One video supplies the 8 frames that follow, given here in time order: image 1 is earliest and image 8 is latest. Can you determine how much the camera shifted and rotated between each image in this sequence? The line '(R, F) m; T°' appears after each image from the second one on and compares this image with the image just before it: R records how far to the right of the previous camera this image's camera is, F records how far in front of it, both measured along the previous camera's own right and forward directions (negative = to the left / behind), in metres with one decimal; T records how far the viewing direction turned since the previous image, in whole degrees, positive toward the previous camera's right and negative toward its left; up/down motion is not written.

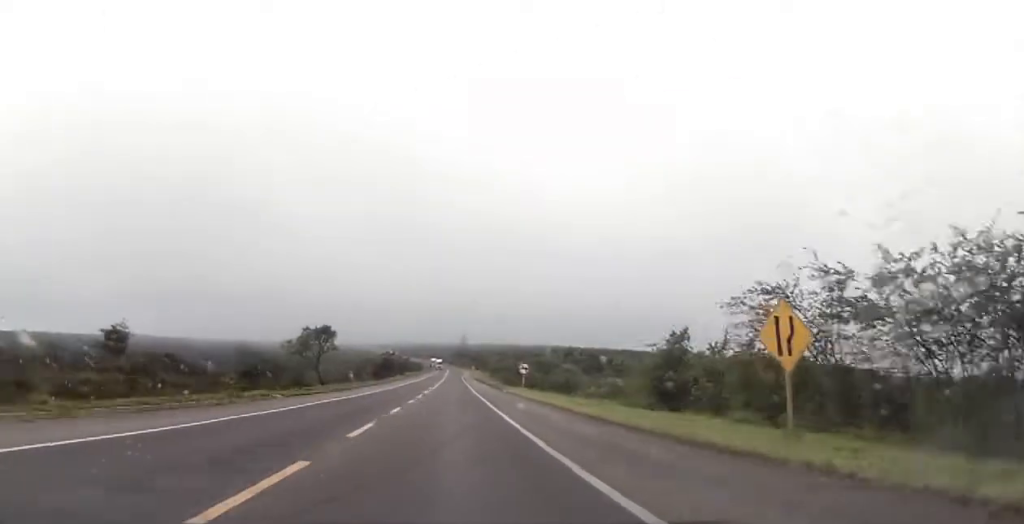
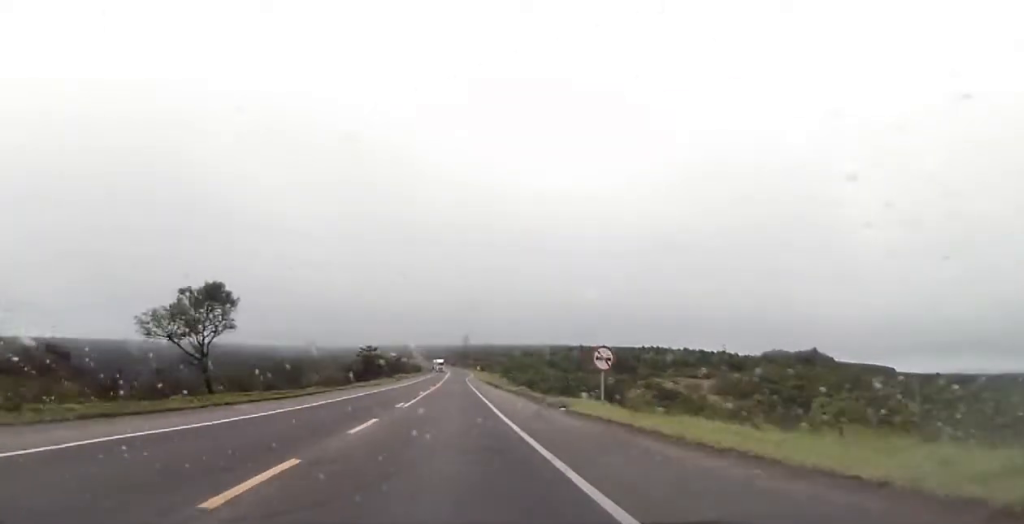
(-0.2, +31.3) m; -1°
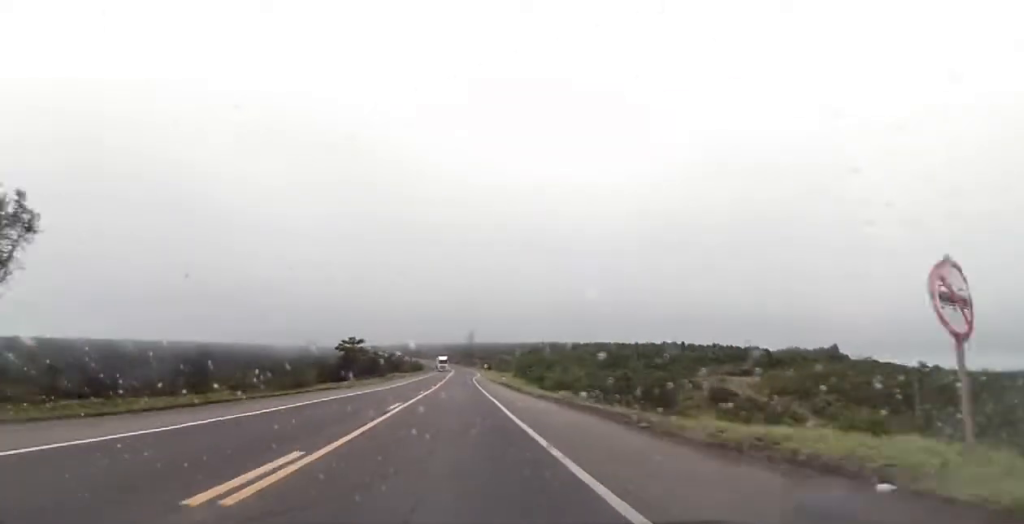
(0.0, +20.2) m; 0°
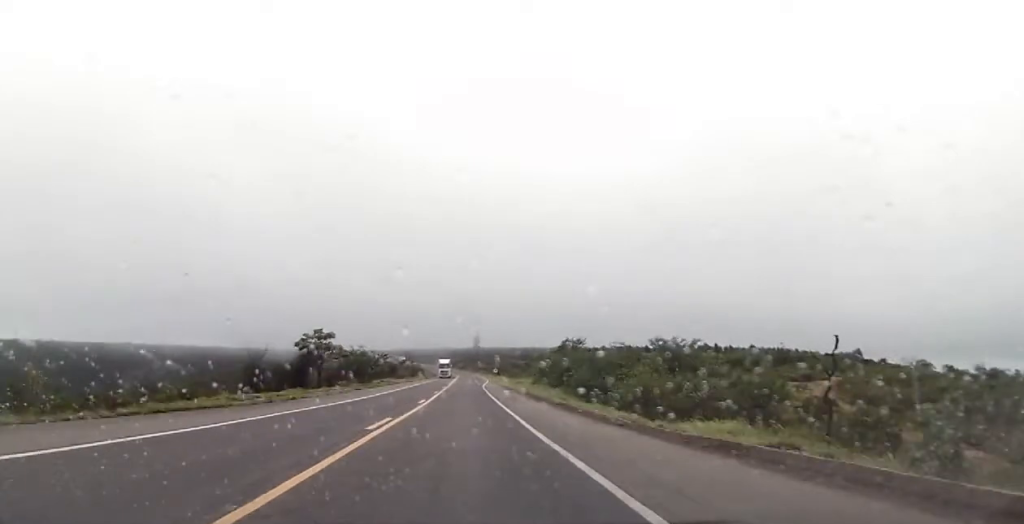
(-0.1, +22.4) m; 0°
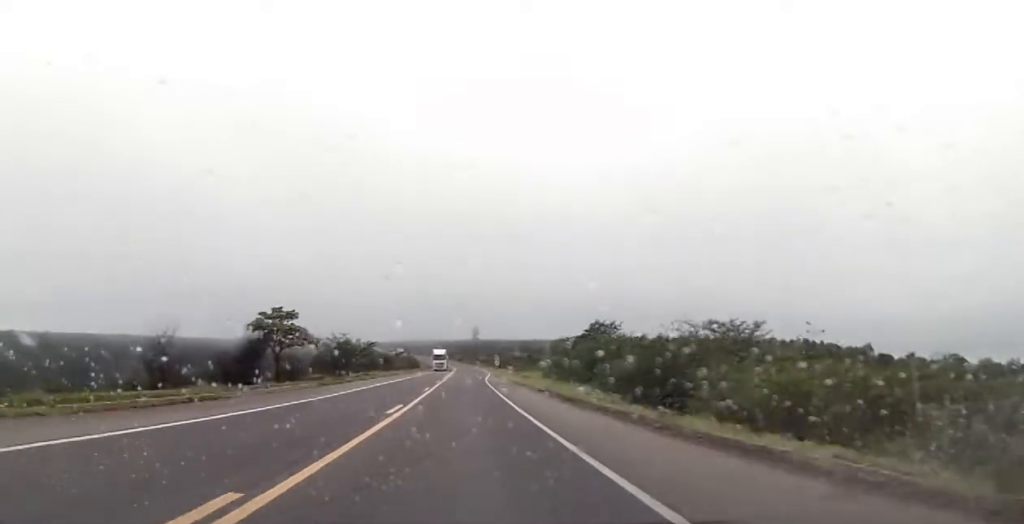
(-0.1, +13.5) m; 0°
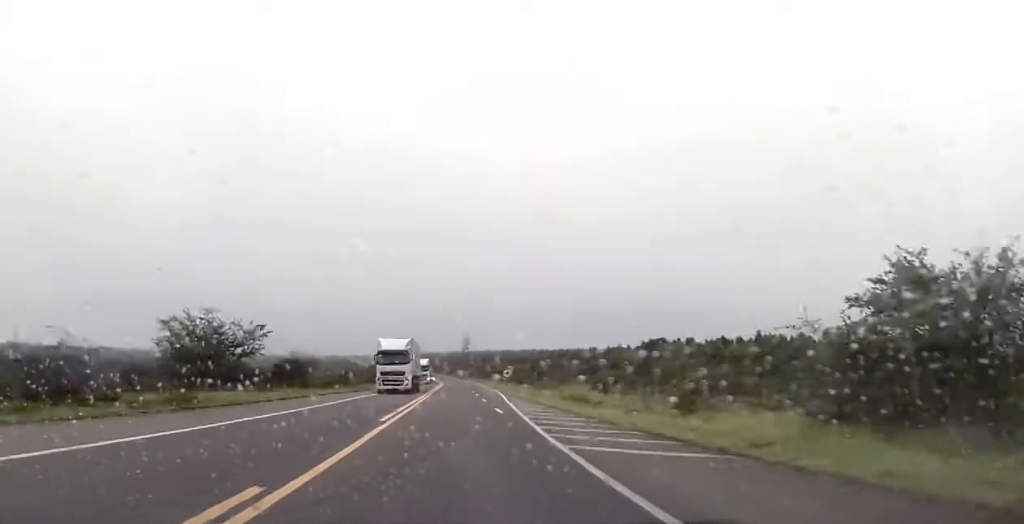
(+0.2, +47.3) m; 0°
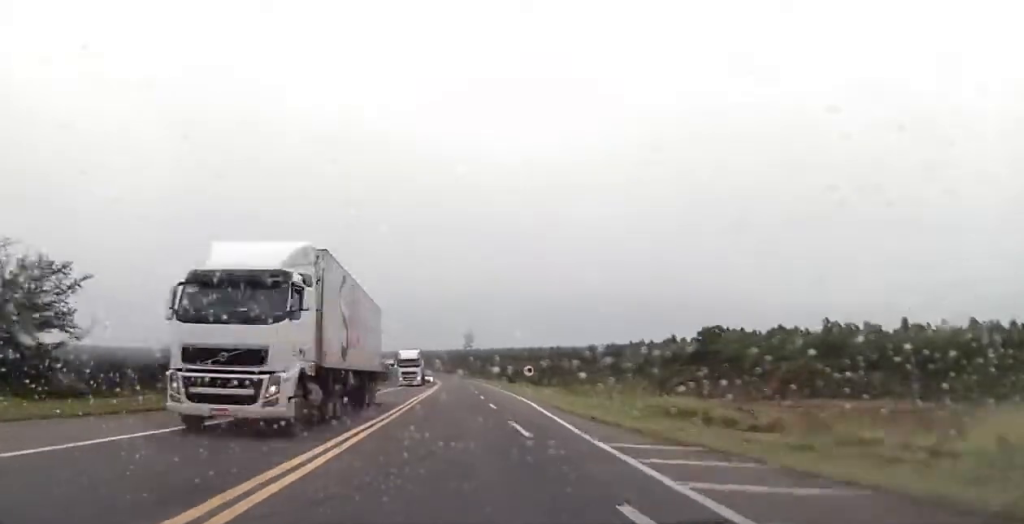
(0.0, +22.6) m; 0°
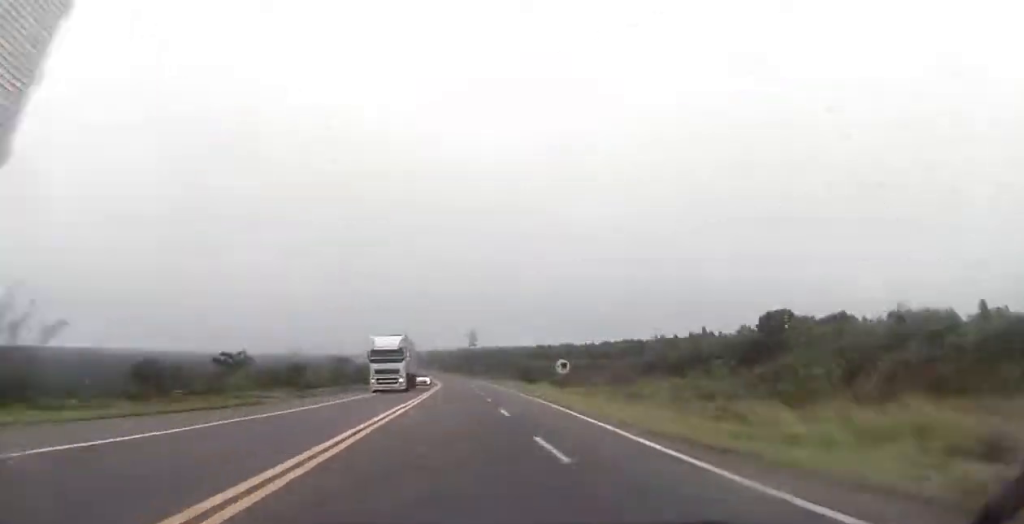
(0.0, +17.0) m; 0°
